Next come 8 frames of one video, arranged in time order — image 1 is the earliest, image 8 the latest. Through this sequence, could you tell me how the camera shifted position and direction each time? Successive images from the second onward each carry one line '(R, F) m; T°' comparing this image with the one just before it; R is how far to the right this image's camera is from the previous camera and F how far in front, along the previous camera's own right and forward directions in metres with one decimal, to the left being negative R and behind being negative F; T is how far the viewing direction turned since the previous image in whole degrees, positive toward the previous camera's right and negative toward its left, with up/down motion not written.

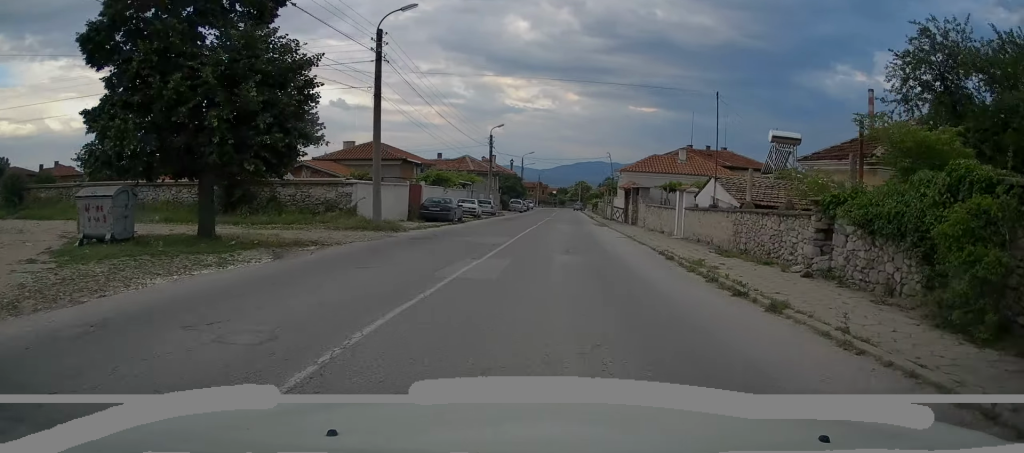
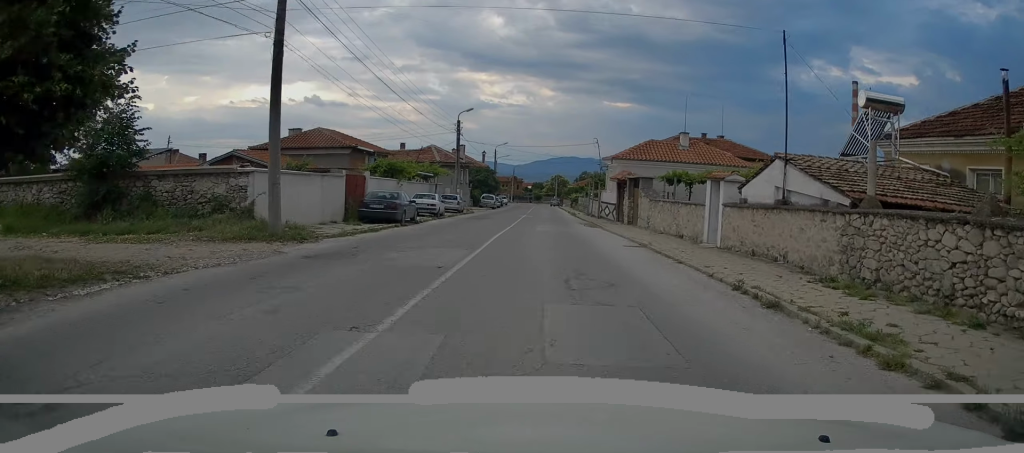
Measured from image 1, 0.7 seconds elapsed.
(+0.3, +7.6) m; +3°
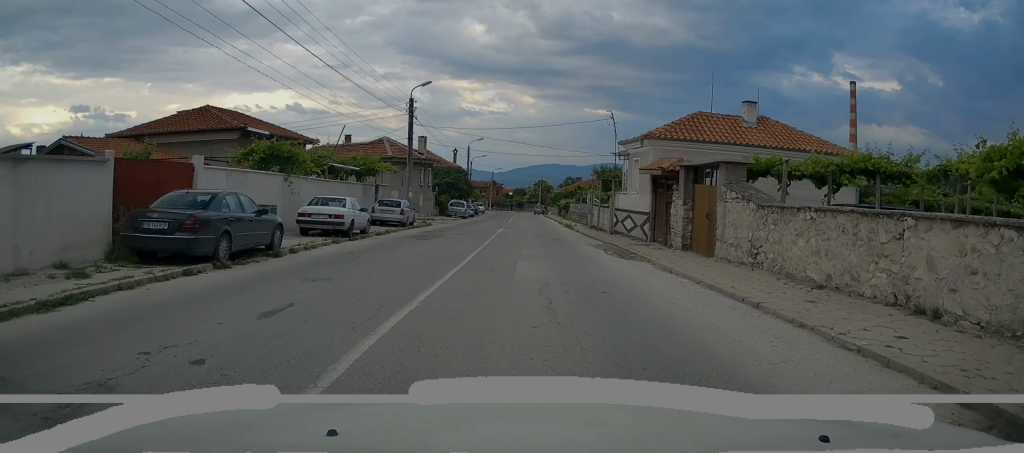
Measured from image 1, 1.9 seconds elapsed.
(+0.1, +14.5) m; 0°
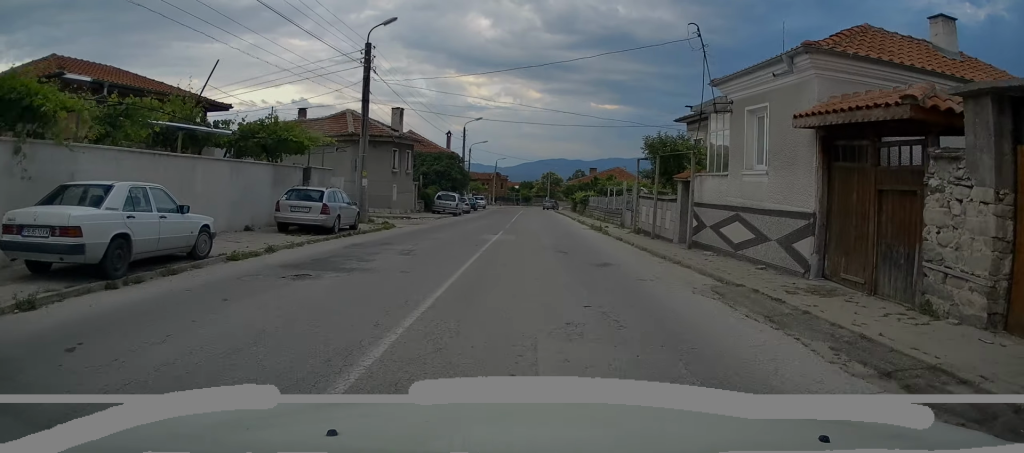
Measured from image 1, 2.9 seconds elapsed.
(0.0, +12.5) m; 0°
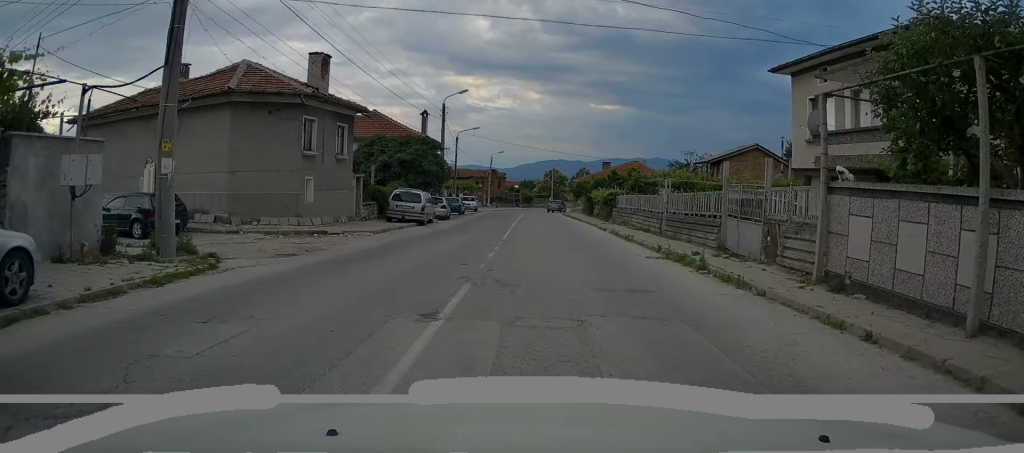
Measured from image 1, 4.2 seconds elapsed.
(0.0, +14.9) m; 0°
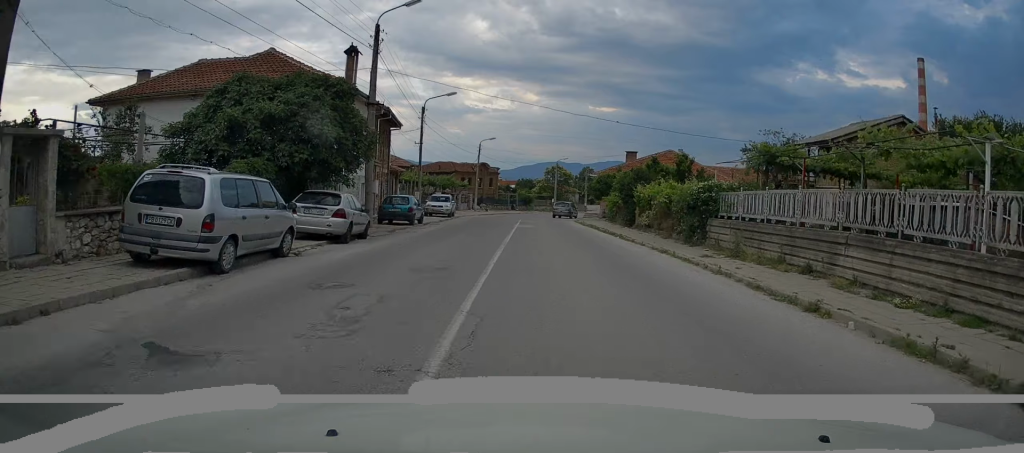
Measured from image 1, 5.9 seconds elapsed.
(+0.1, +19.8) m; 0°
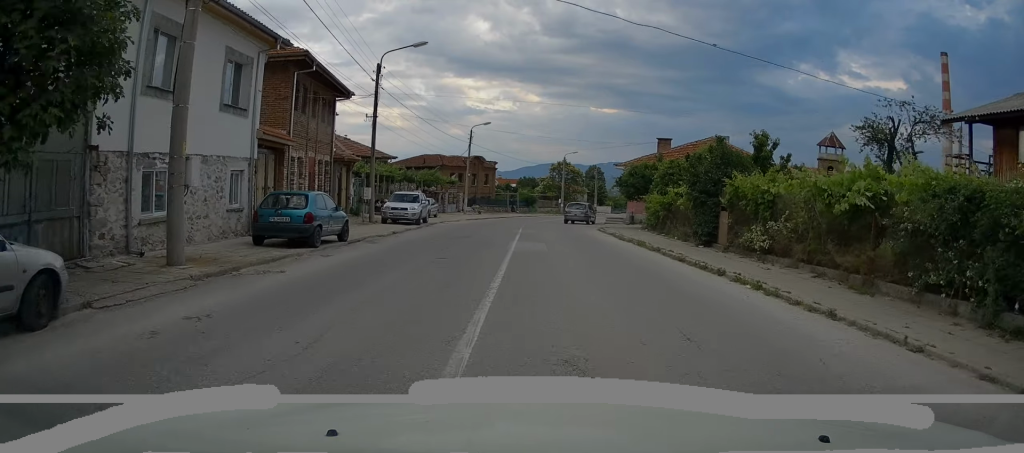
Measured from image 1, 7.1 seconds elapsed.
(-0.2, +13.5) m; -1°
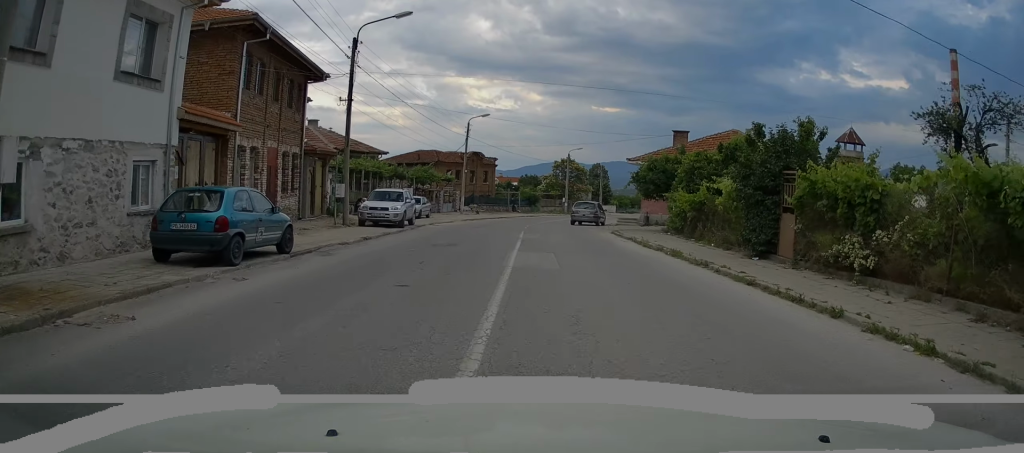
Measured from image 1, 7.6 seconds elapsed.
(-0.1, +4.4) m; 0°
